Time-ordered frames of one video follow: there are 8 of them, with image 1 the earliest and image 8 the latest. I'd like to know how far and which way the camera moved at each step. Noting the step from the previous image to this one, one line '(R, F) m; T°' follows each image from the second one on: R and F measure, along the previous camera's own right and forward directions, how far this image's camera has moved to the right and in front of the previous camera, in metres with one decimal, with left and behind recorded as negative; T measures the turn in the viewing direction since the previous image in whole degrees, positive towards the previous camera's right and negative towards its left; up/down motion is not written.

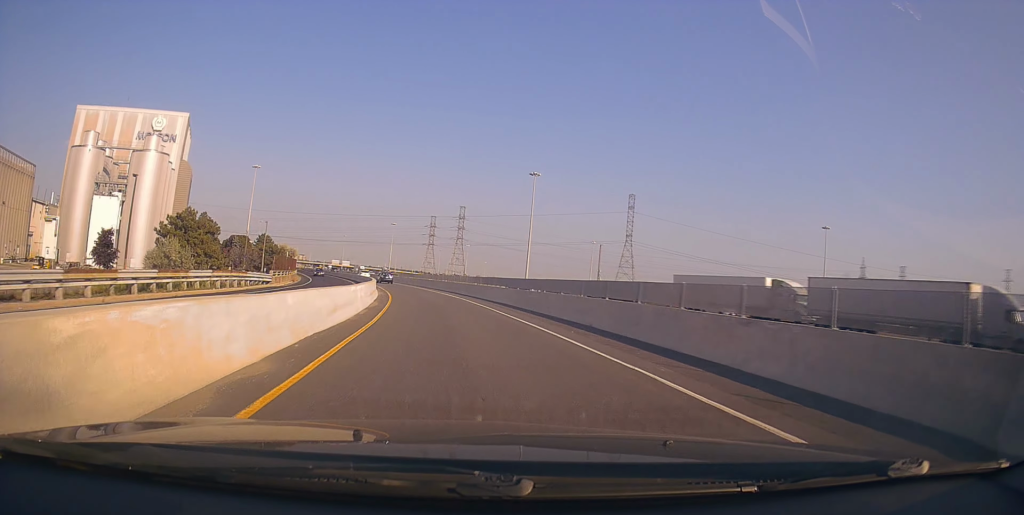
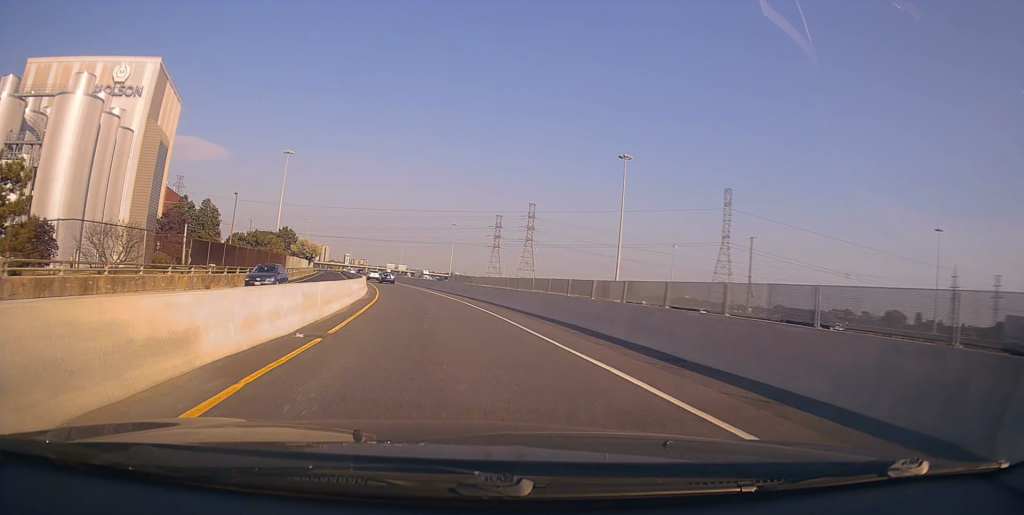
(-1.9, +35.8) m; -8°
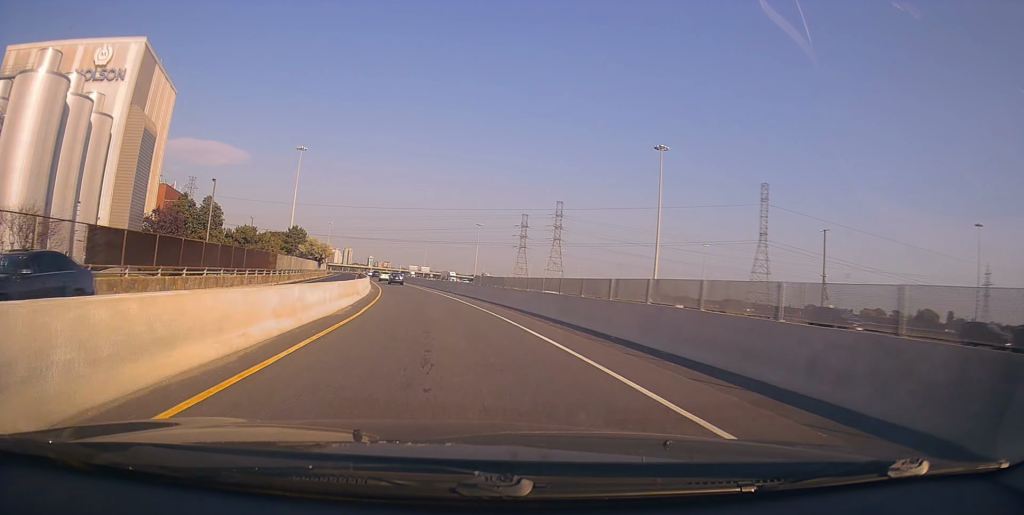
(-0.5, +11.0) m; -2°
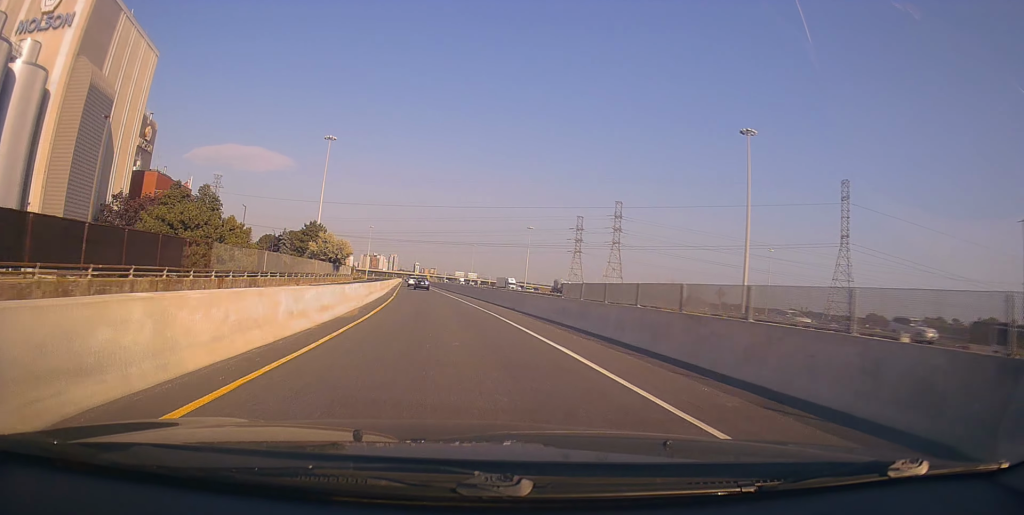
(-0.8, +22.9) m; -3°
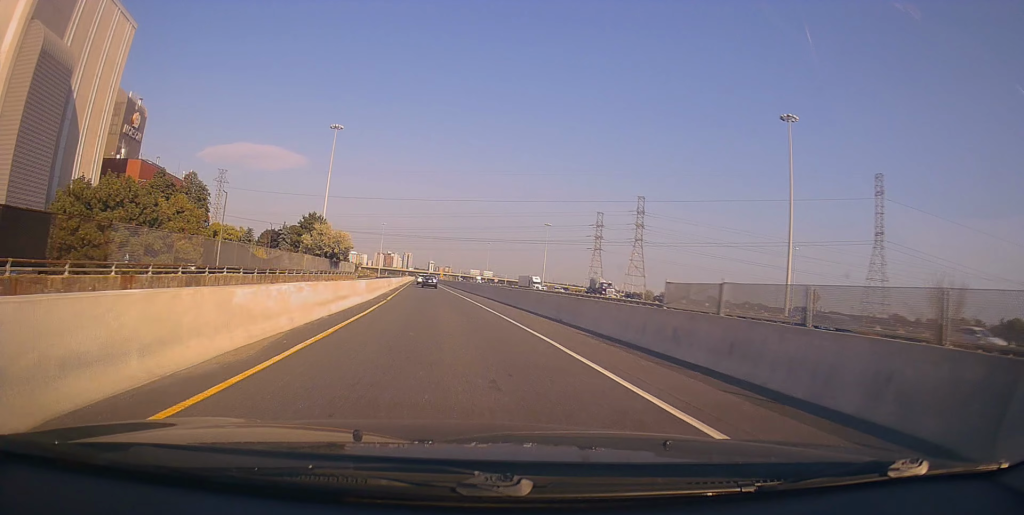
(-0.1, +11.1) m; -1°
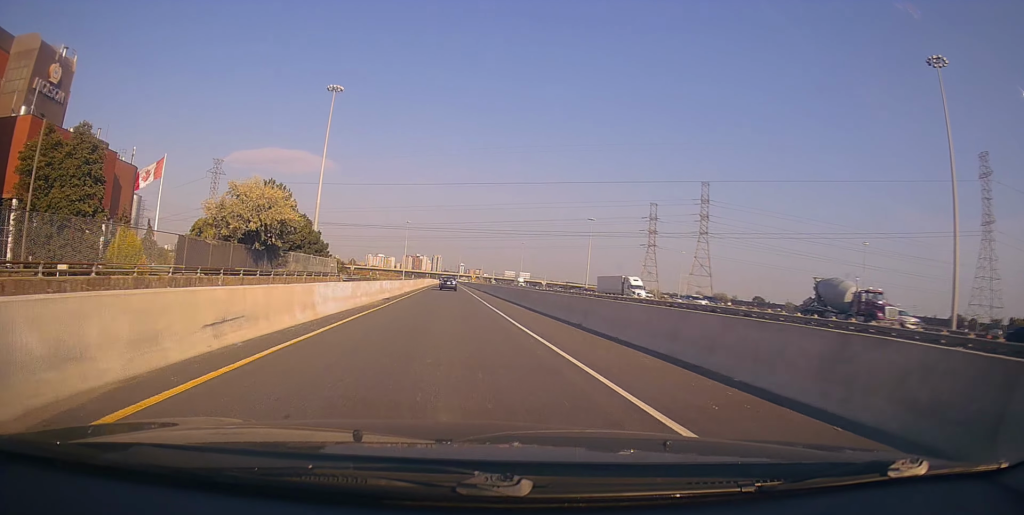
(-1.4, +37.0) m; -4°
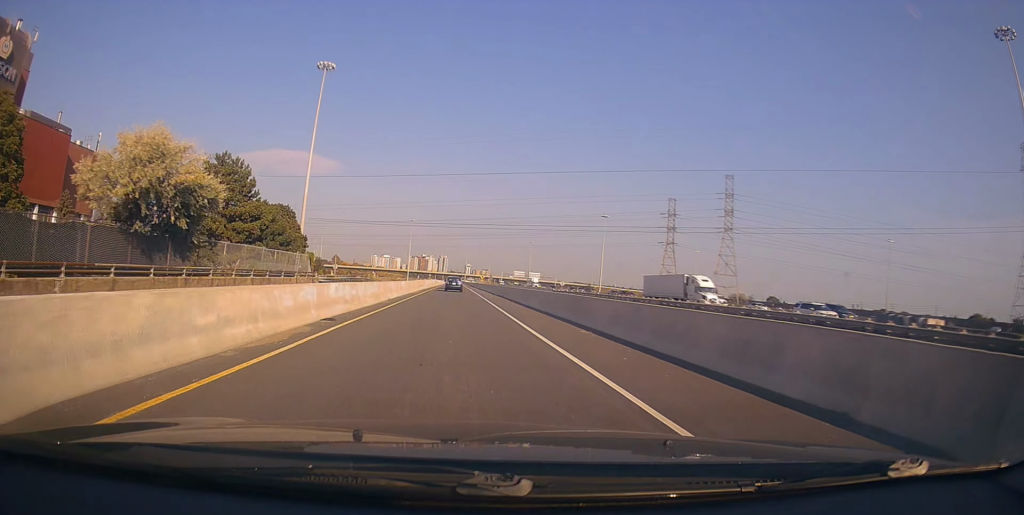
(-0.2, +14.7) m; -1°
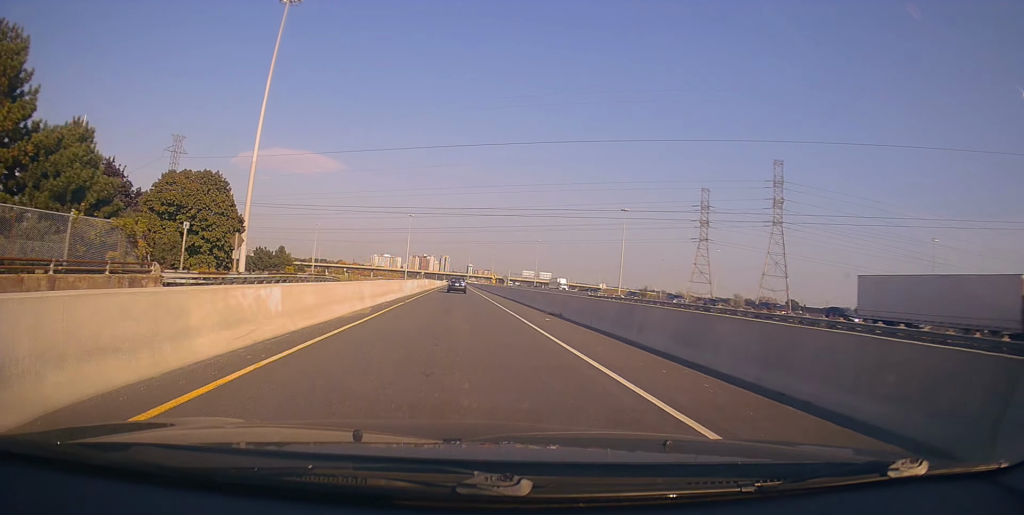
(-0.4, +29.5) m; -1°
